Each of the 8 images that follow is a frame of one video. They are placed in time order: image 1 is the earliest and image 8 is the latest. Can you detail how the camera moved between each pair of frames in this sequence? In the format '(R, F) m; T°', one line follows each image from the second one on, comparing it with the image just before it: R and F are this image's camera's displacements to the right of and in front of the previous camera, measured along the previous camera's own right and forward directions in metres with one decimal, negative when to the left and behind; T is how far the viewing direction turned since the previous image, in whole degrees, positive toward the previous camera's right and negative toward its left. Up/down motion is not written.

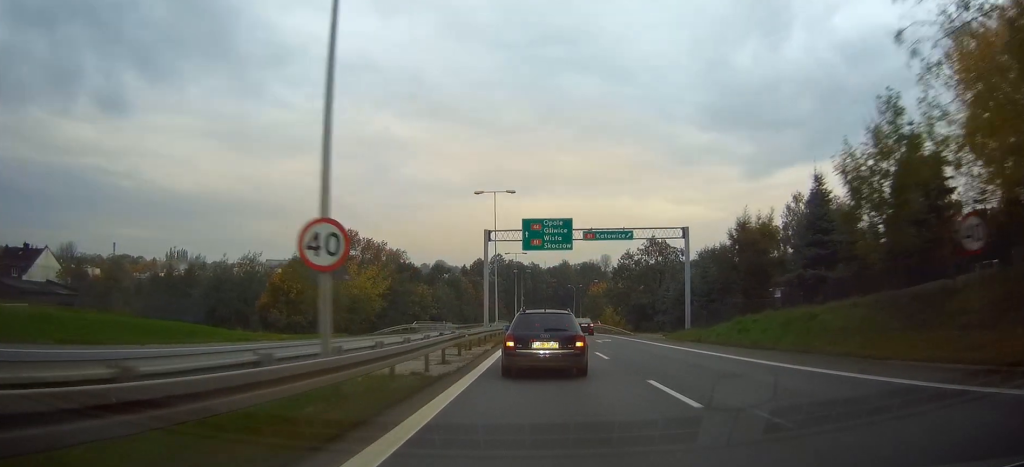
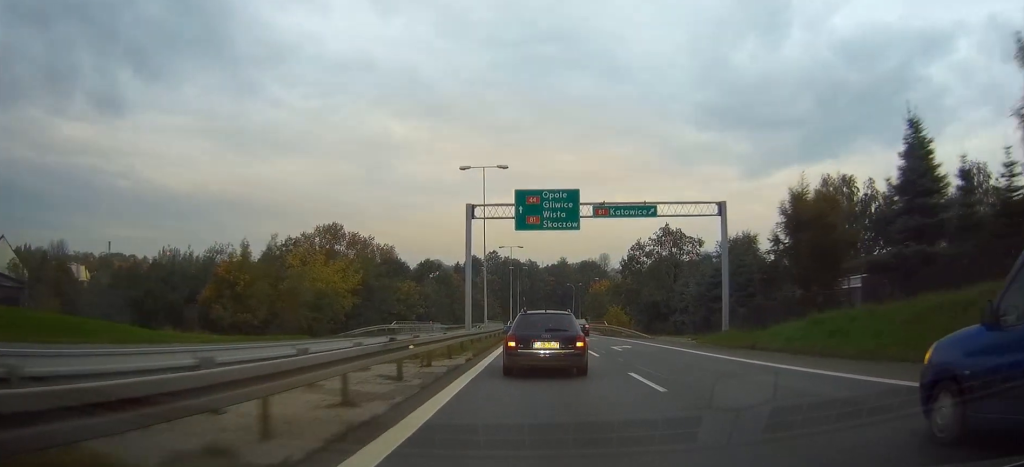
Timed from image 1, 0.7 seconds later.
(0.0, +9.7) m; 0°
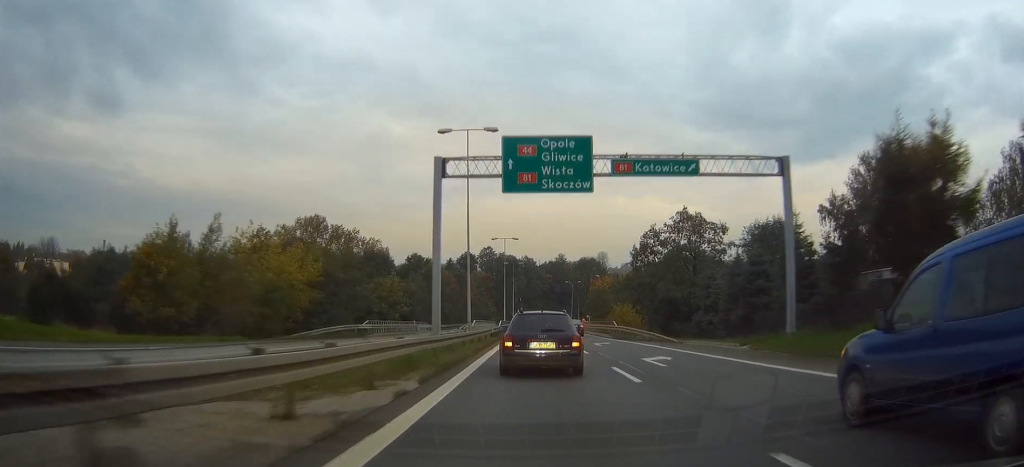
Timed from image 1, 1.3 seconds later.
(0.0, +9.8) m; 0°
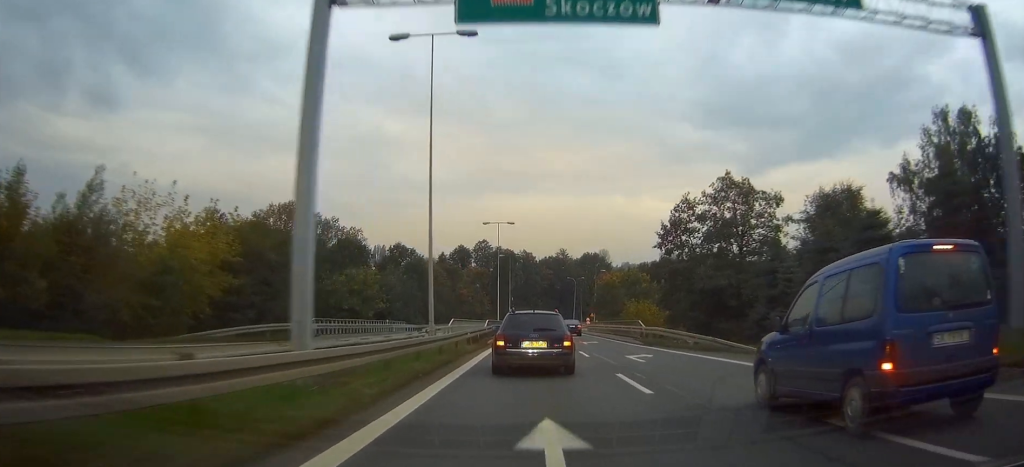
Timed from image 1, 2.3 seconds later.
(+0.1, +13.9) m; 0°
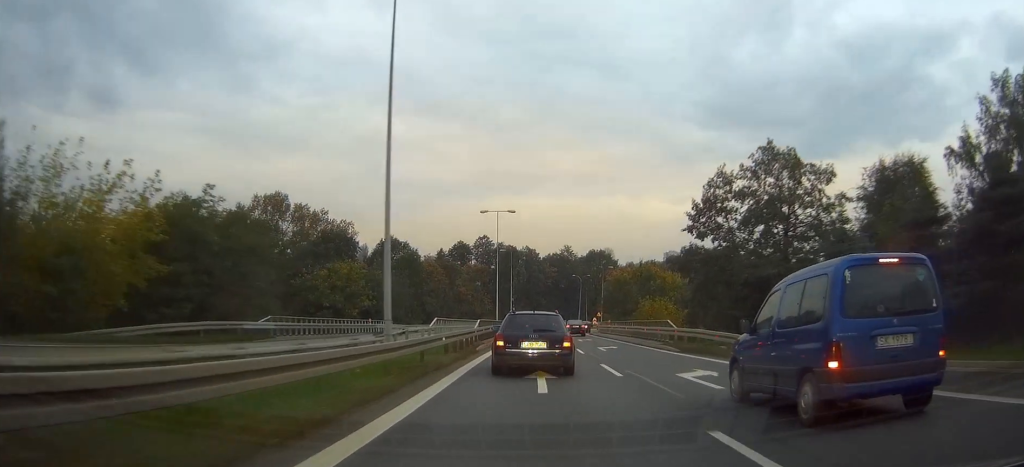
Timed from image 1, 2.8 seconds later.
(0.0, +8.1) m; 0°
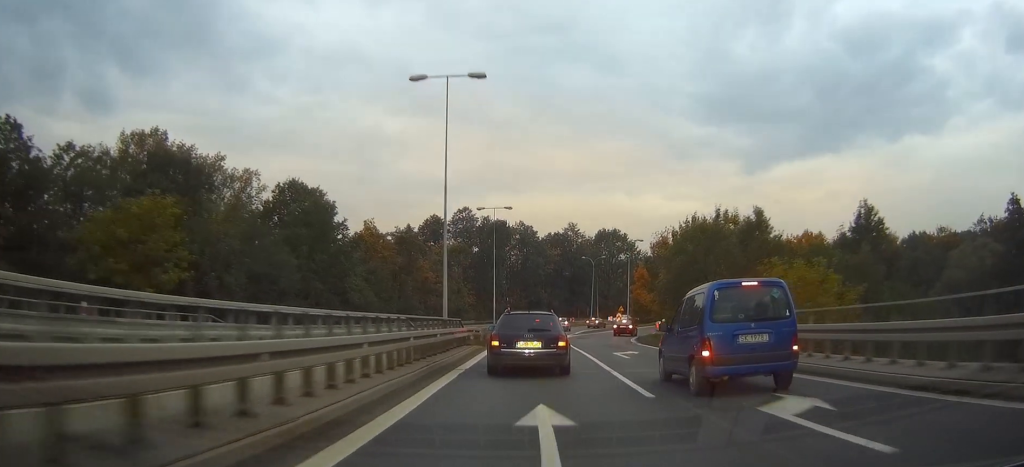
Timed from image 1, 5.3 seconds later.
(-0.4, +38.4) m; 0°
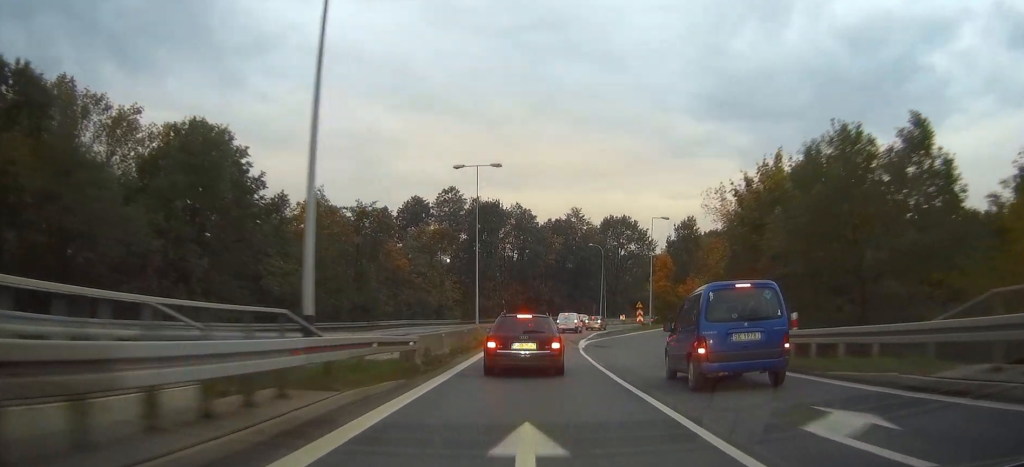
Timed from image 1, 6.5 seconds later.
(+0.2, +18.2) m; 0°
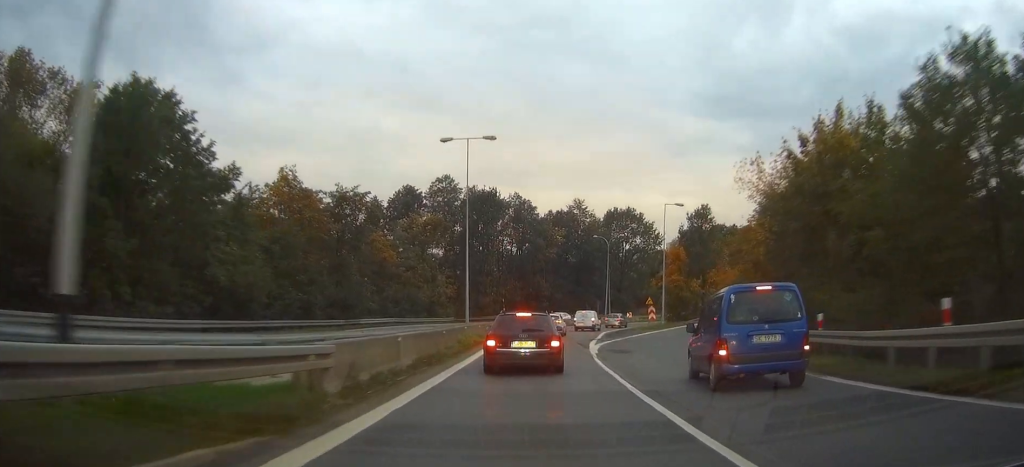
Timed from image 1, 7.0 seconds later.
(0.0, +7.0) m; 0°
